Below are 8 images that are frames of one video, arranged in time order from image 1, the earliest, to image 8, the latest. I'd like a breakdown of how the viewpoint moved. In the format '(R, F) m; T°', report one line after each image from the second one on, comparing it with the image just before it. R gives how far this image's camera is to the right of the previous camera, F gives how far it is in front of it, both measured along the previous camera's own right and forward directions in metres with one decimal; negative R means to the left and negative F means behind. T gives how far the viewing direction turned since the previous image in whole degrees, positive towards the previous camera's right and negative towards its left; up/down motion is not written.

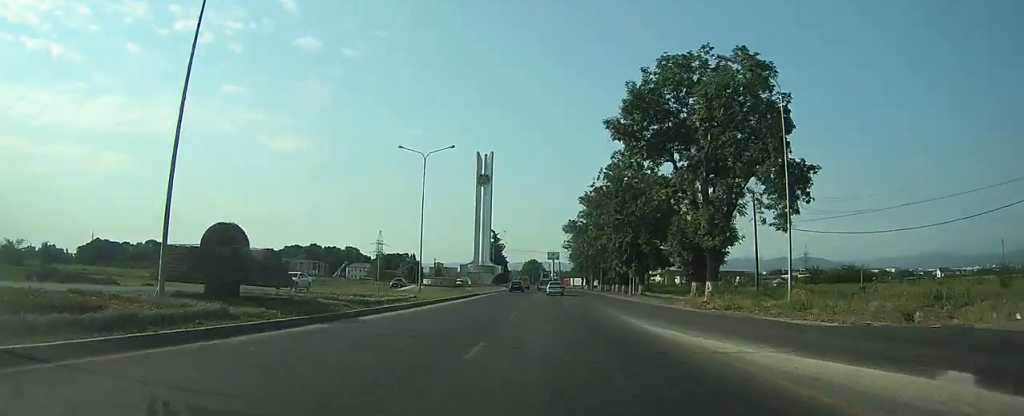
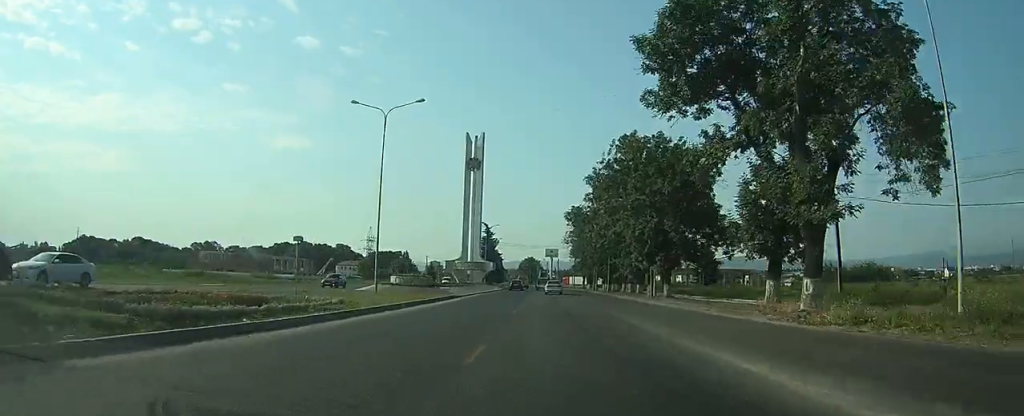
(0.0, +12.2) m; 0°
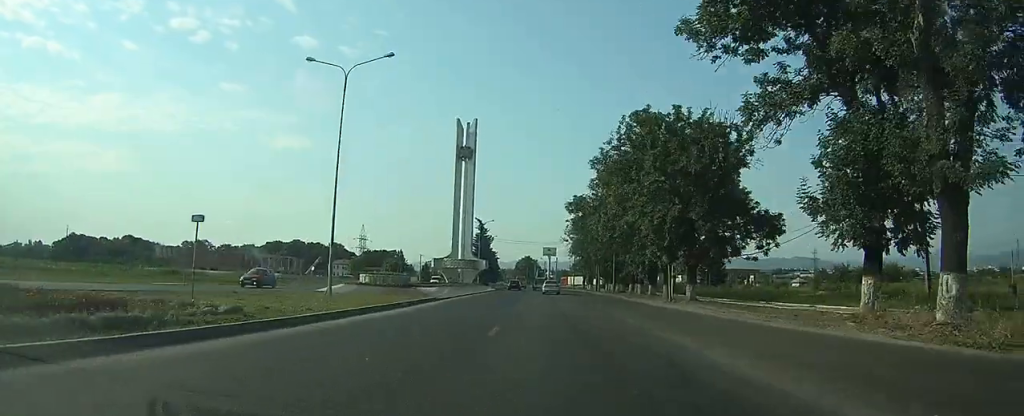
(0.0, +7.6) m; 0°
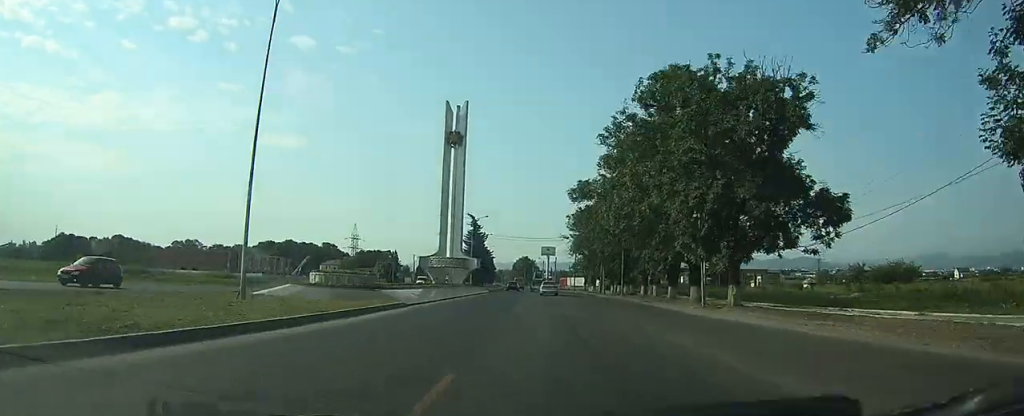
(0.0, +8.6) m; 0°
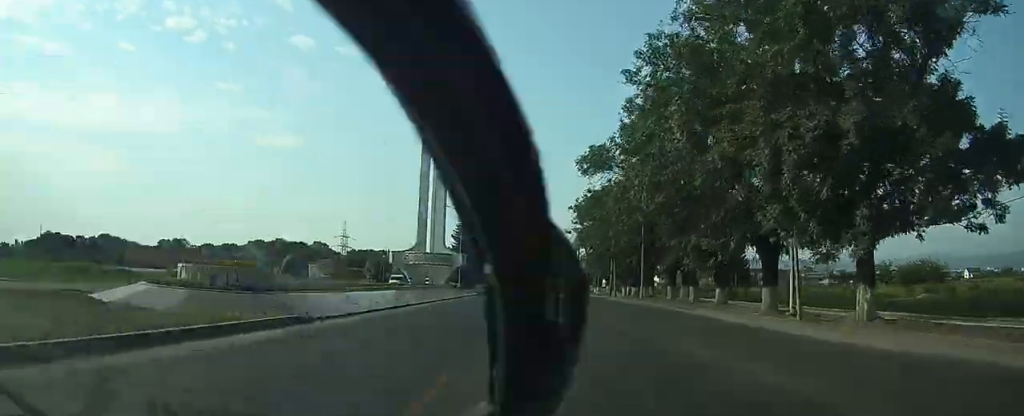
(0.0, +12.1) m; 0°
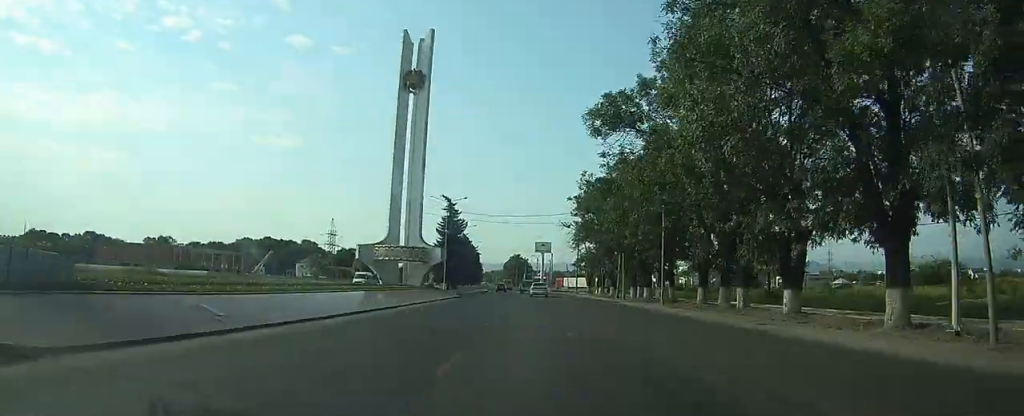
(0.0, +9.4) m; 0°
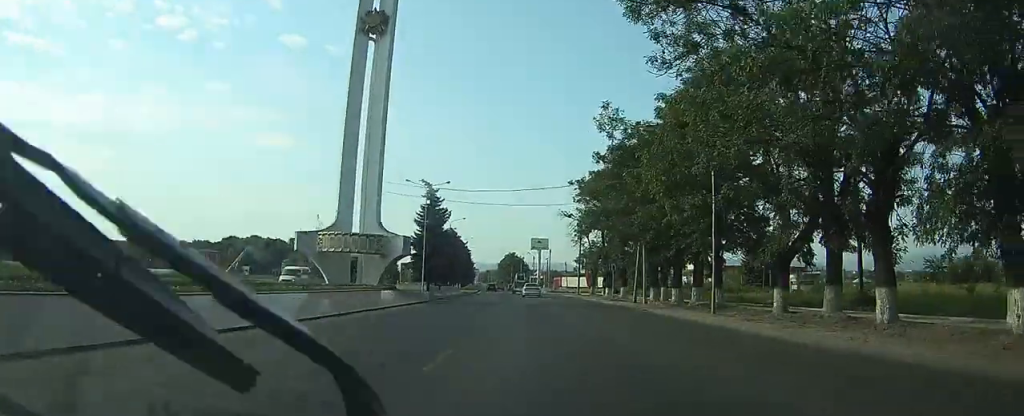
(0.0, +11.7) m; 0°
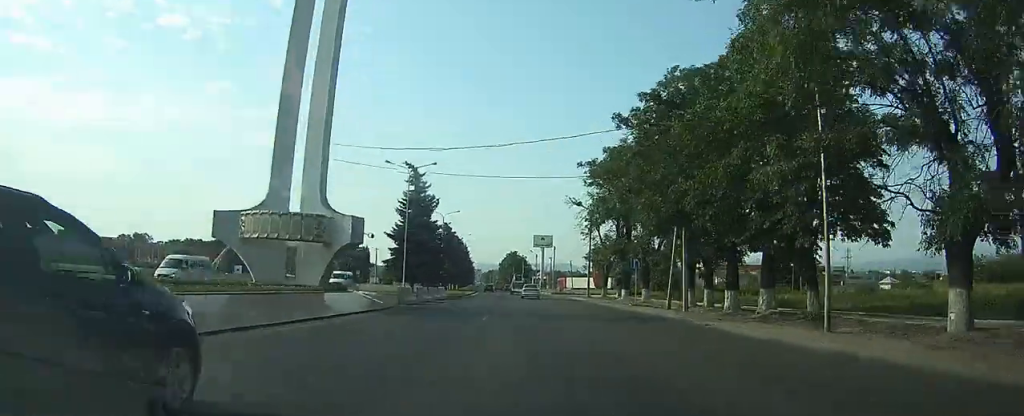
(0.0, +10.0) m; 0°
